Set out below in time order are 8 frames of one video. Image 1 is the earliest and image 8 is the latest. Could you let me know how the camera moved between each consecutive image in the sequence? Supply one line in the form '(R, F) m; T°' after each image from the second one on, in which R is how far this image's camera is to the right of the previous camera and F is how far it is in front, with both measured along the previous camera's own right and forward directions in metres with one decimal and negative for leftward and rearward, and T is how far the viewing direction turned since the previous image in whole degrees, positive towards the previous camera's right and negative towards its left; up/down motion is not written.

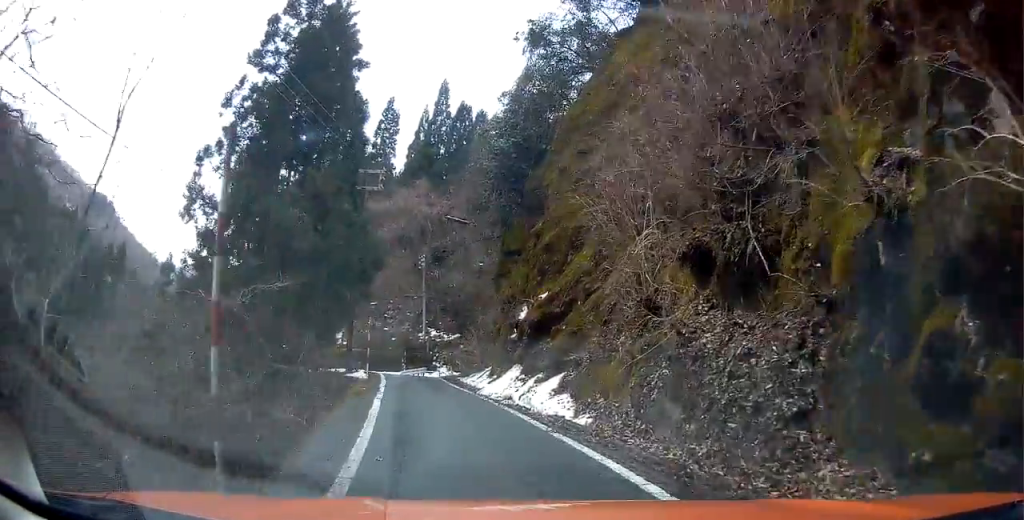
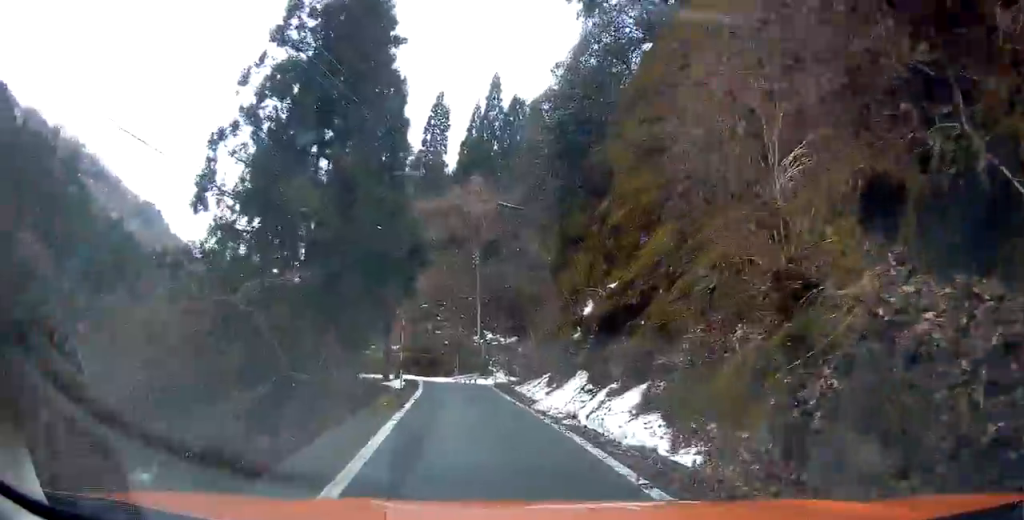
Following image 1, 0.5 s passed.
(-0.2, +3.6) m; -6°
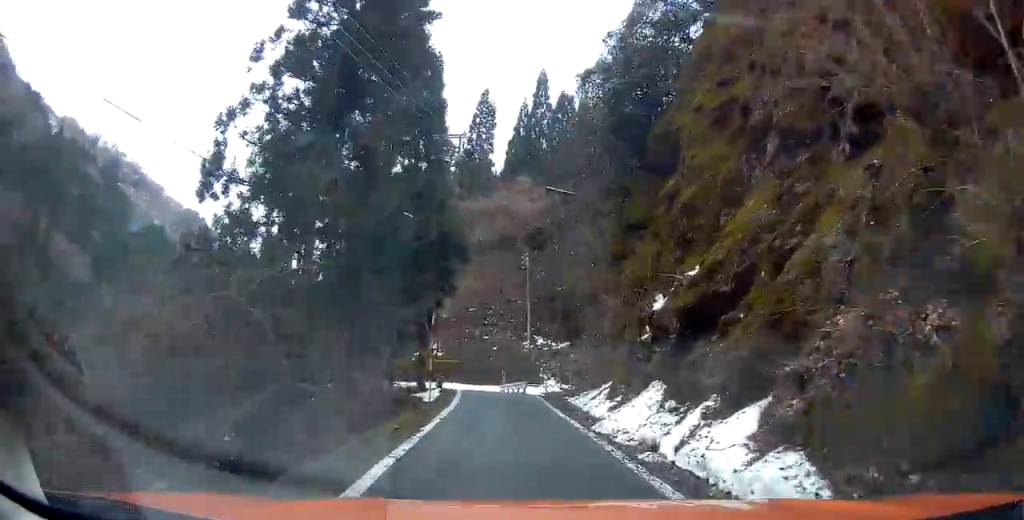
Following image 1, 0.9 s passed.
(+0.2, +3.2) m; -5°
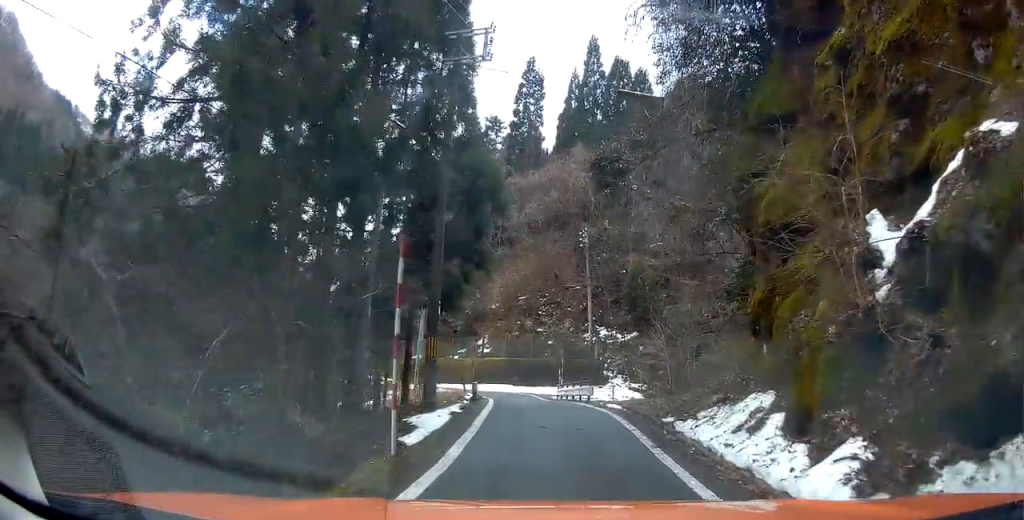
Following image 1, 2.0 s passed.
(-1.3, +8.2) m; -5°
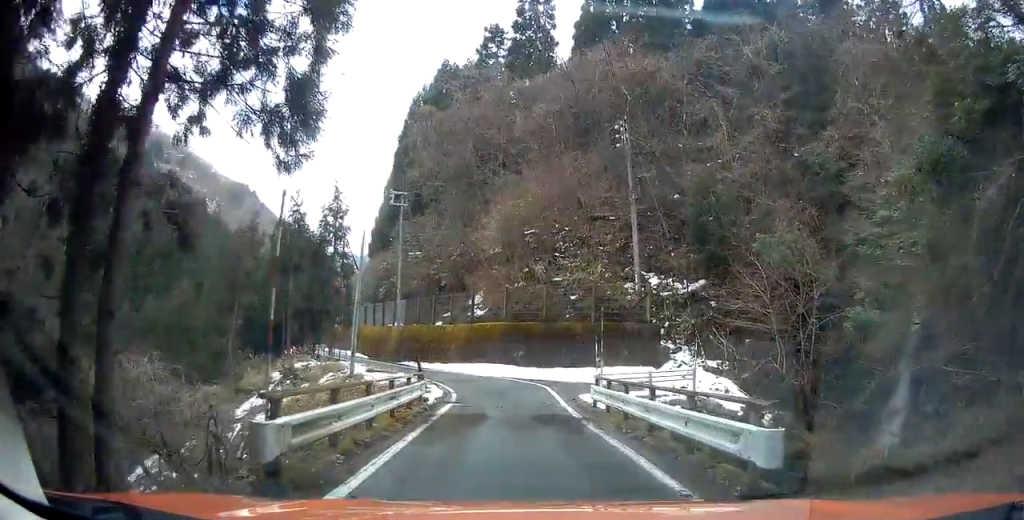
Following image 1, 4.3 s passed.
(-0.2, +17.5) m; -4°
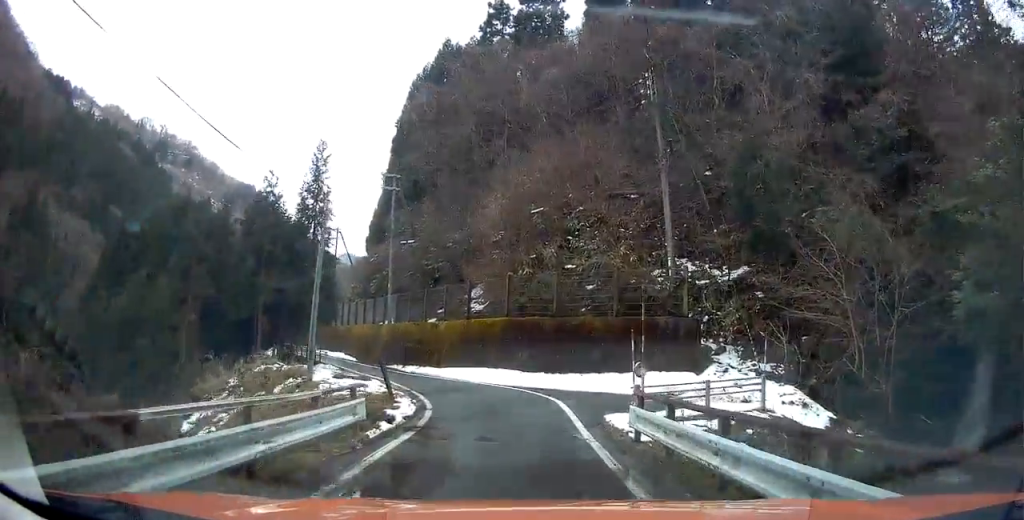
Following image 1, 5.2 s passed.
(+0.1, +6.3) m; +3°
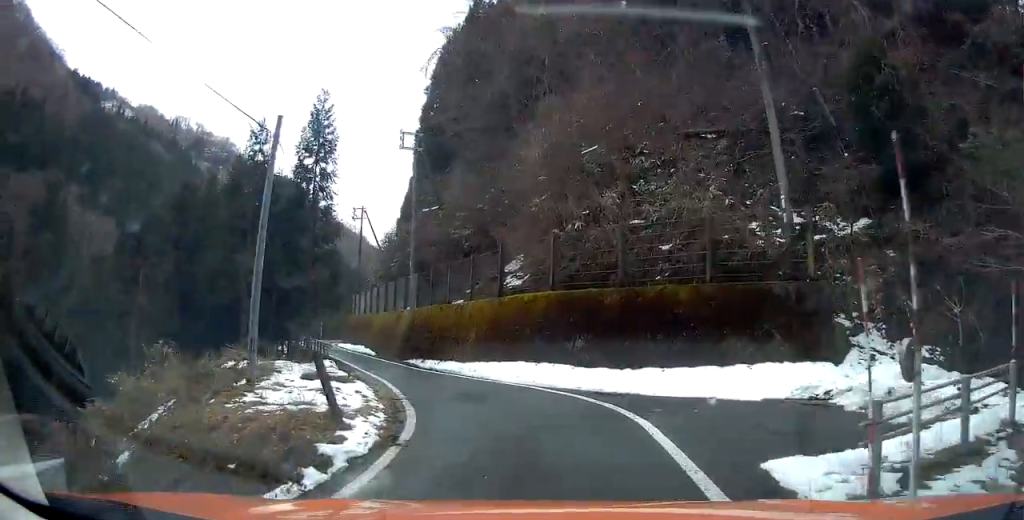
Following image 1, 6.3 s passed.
(+0.3, +7.8) m; -2°
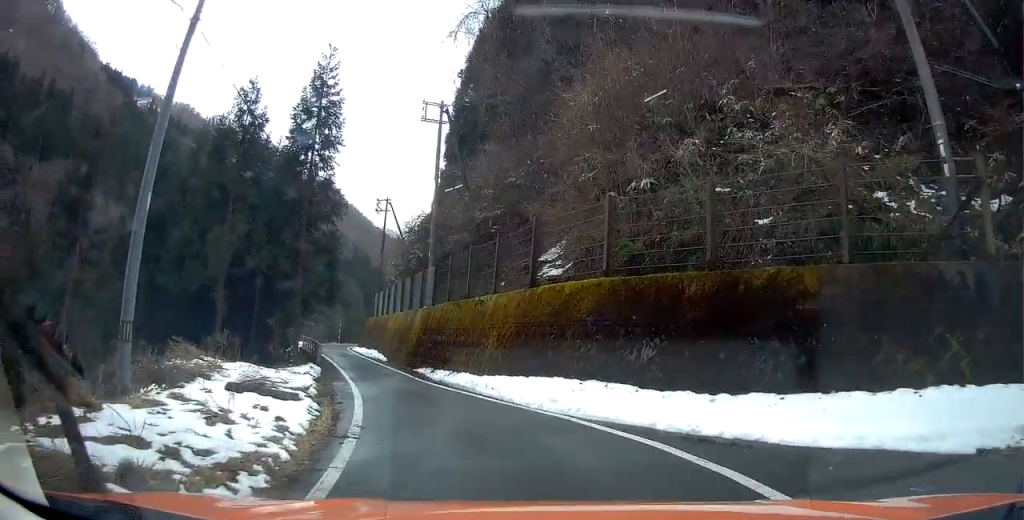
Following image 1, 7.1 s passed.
(-0.3, +5.8) m; -8°
